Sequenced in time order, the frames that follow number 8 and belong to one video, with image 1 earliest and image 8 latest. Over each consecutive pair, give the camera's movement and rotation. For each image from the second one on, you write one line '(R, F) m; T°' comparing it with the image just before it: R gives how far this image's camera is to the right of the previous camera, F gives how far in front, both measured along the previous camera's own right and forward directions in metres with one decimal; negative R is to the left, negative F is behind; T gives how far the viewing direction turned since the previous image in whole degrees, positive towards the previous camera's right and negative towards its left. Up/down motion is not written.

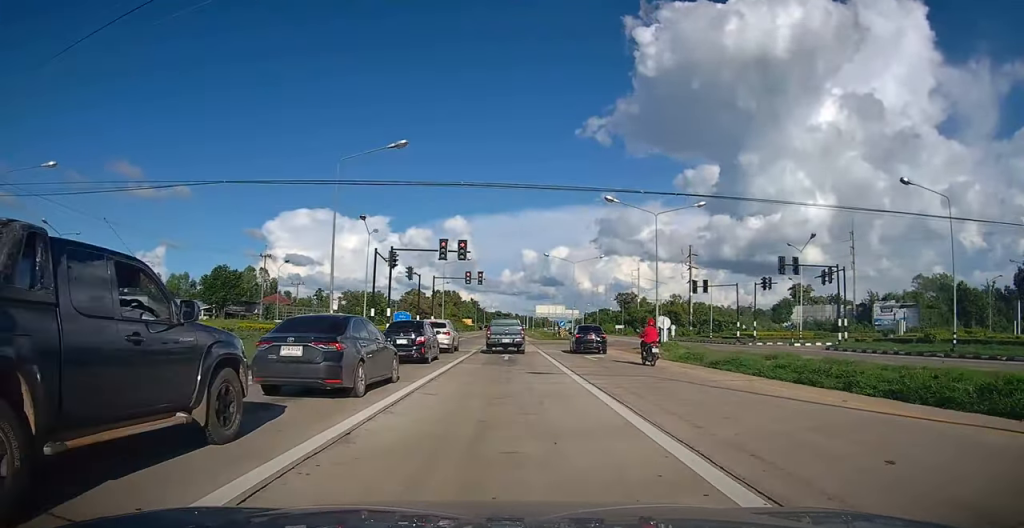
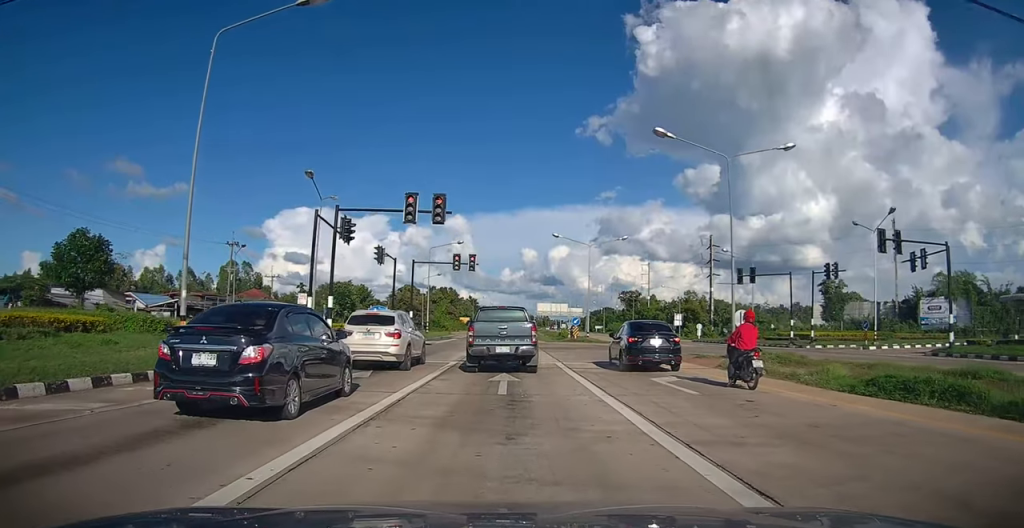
(-0.3, +12.8) m; +2°
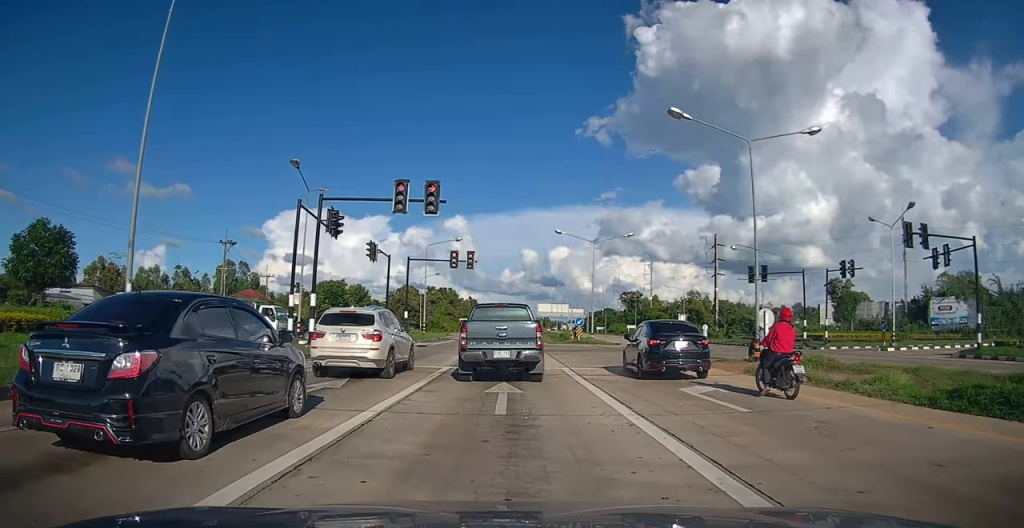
(+0.1, +2.5) m; 0°
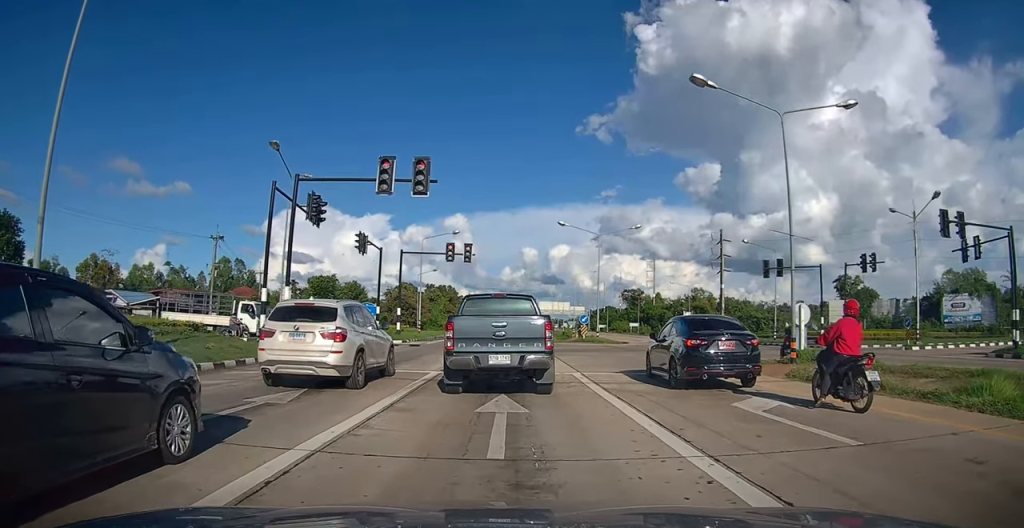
(+0.1, +3.3) m; 0°
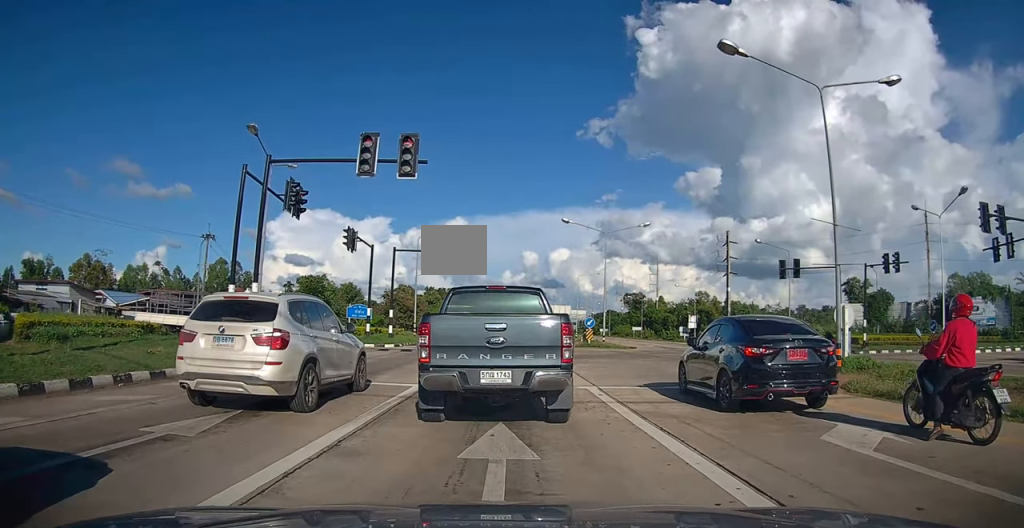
(-0.2, +3.9) m; +2°
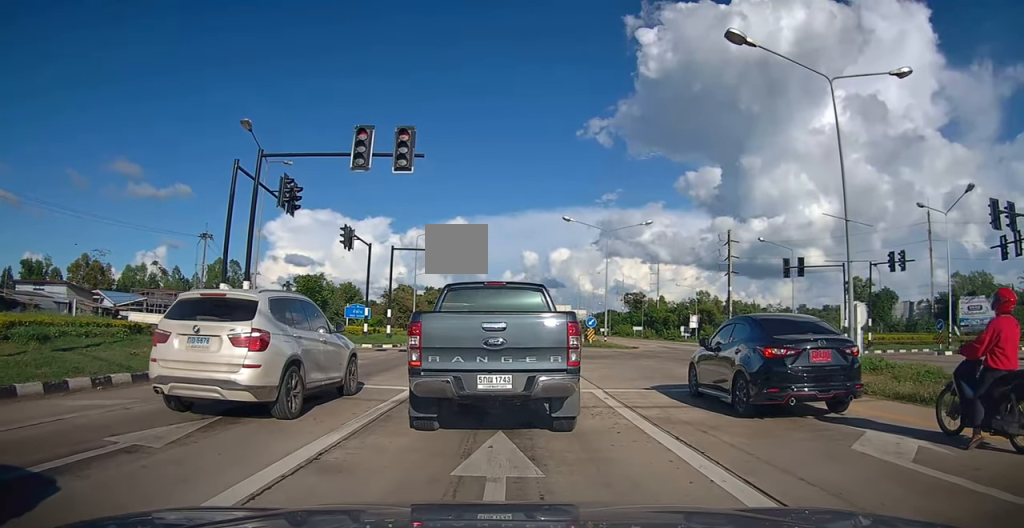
(+0.1, +1.1) m; +3°
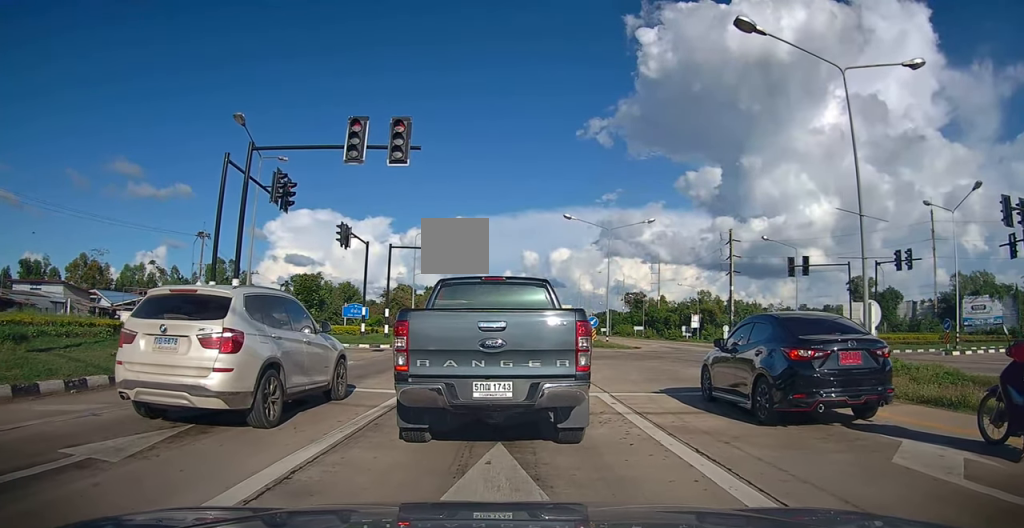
(0.0, +1.2) m; +2°
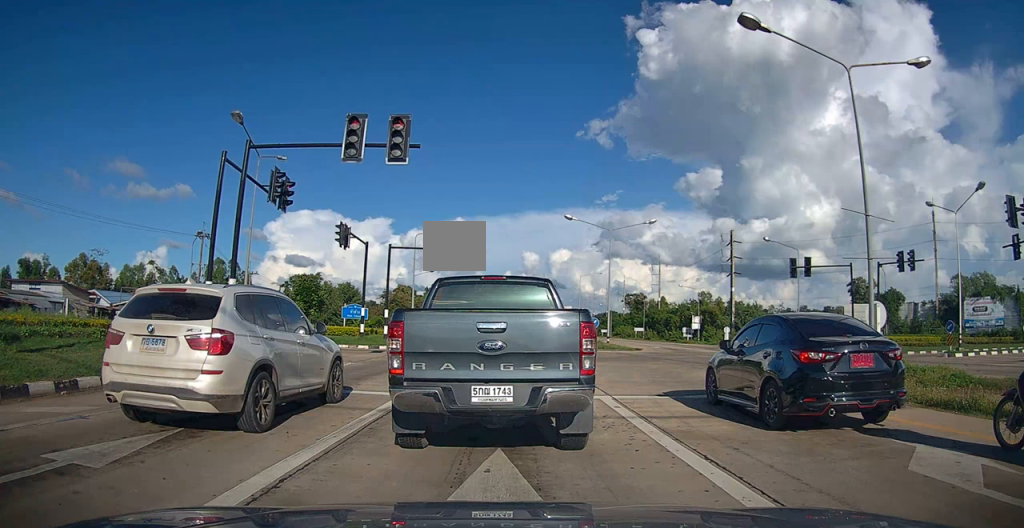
(+0.1, +0.7) m; 0°
